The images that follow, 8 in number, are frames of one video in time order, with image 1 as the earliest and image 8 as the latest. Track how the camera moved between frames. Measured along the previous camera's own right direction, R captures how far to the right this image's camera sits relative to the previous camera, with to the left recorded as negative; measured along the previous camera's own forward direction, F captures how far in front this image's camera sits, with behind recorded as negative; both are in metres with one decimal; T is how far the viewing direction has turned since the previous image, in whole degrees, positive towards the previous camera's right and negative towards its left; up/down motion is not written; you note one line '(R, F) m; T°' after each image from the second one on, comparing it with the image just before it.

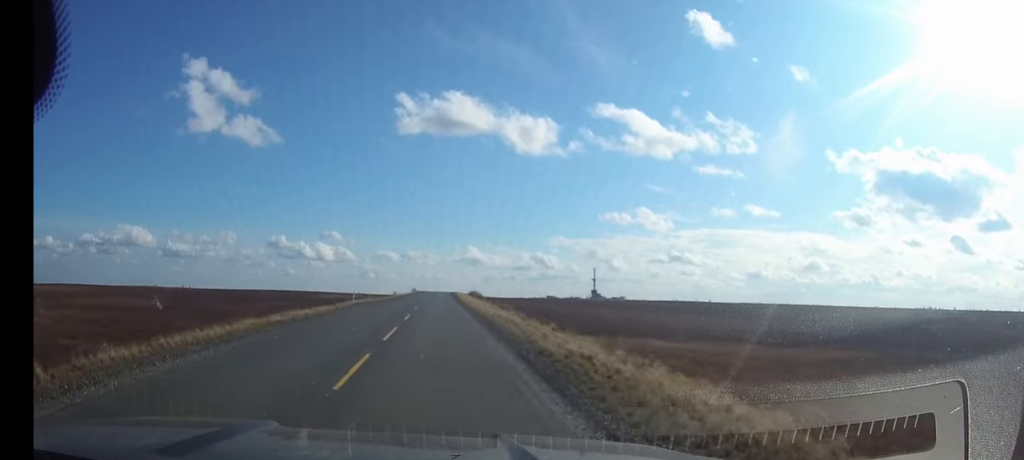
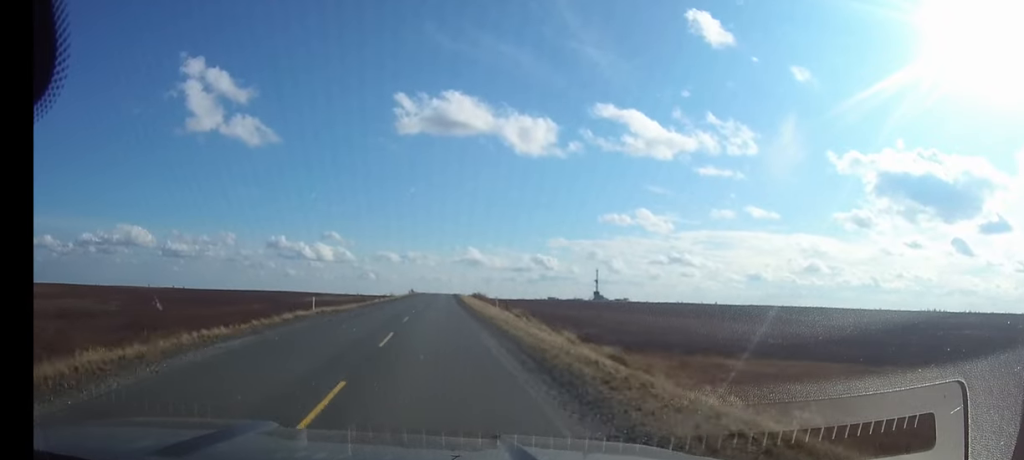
(+0.1, +19.4) m; 0°
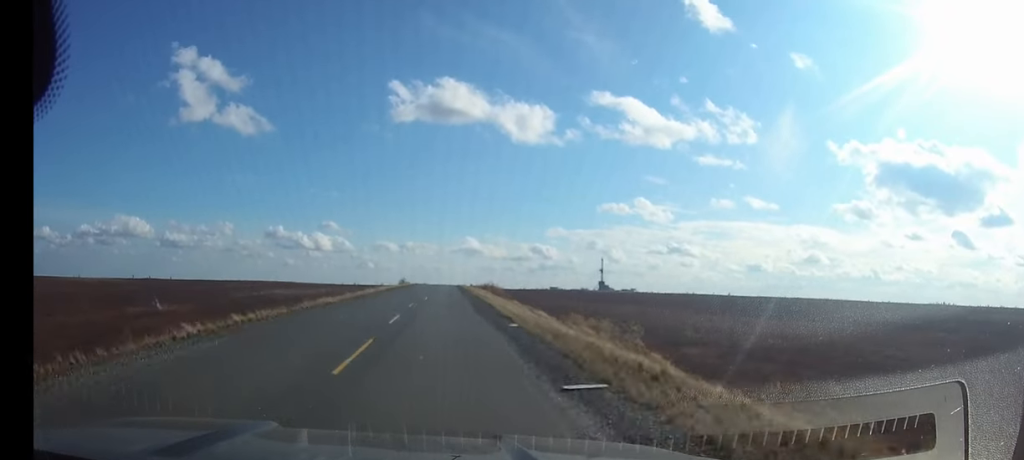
(0.0, +43.0) m; 0°
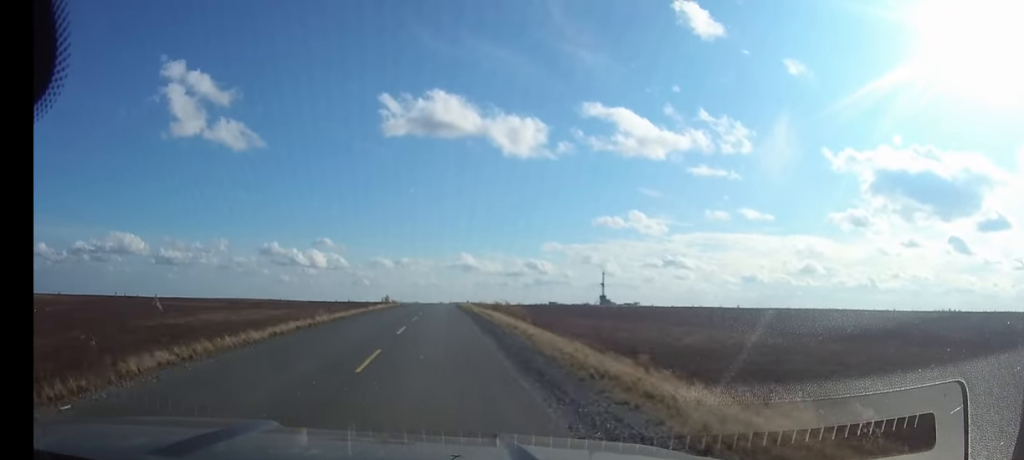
(+0.1, +38.1) m; 0°
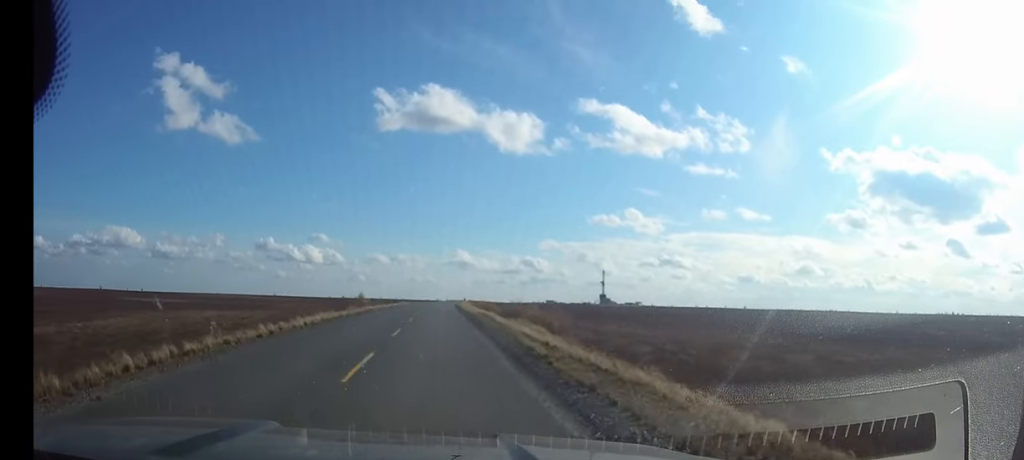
(0.0, +31.1) m; 0°
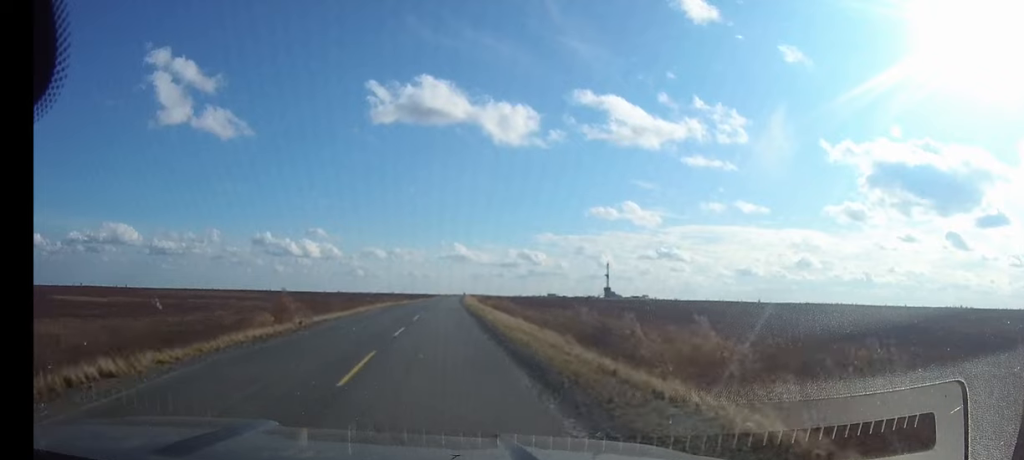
(+0.2, +41.0) m; +1°
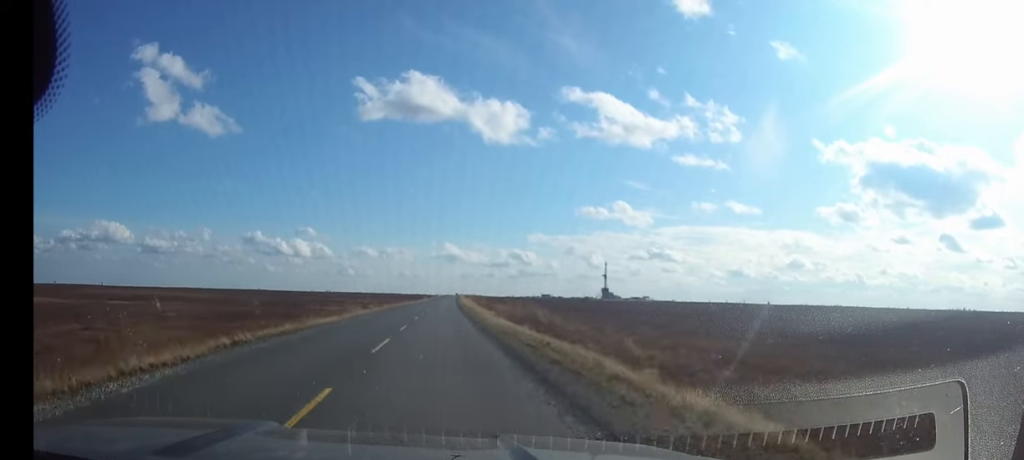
(+0.3, +40.4) m; +1°
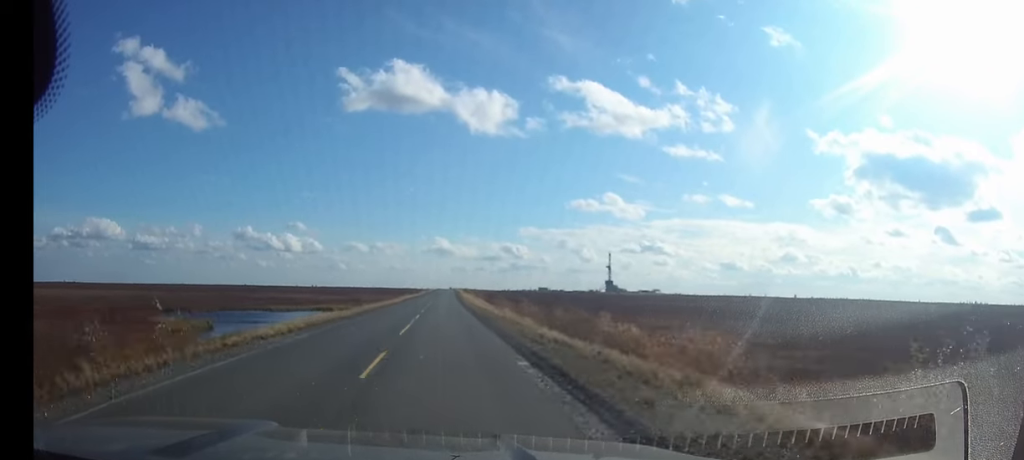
(+0.4, +69.5) m; +1°
